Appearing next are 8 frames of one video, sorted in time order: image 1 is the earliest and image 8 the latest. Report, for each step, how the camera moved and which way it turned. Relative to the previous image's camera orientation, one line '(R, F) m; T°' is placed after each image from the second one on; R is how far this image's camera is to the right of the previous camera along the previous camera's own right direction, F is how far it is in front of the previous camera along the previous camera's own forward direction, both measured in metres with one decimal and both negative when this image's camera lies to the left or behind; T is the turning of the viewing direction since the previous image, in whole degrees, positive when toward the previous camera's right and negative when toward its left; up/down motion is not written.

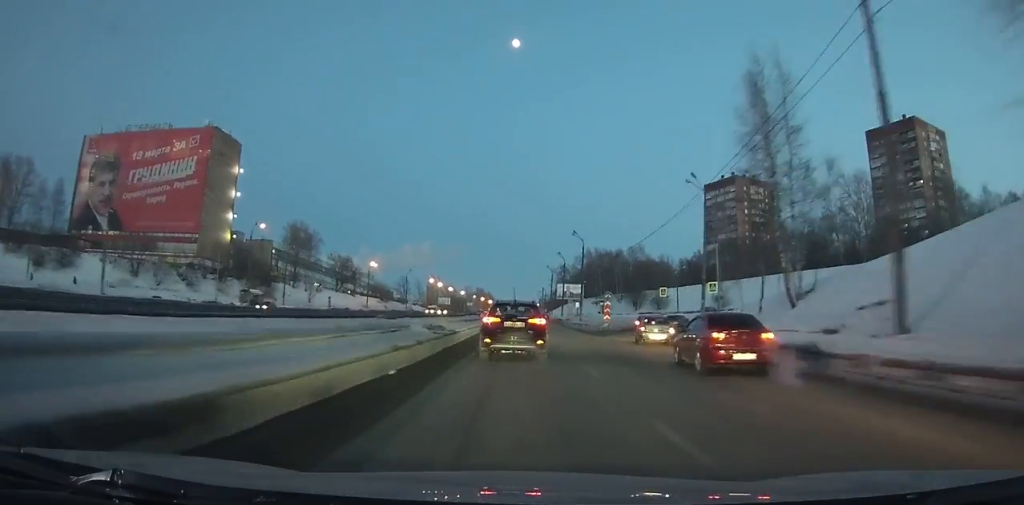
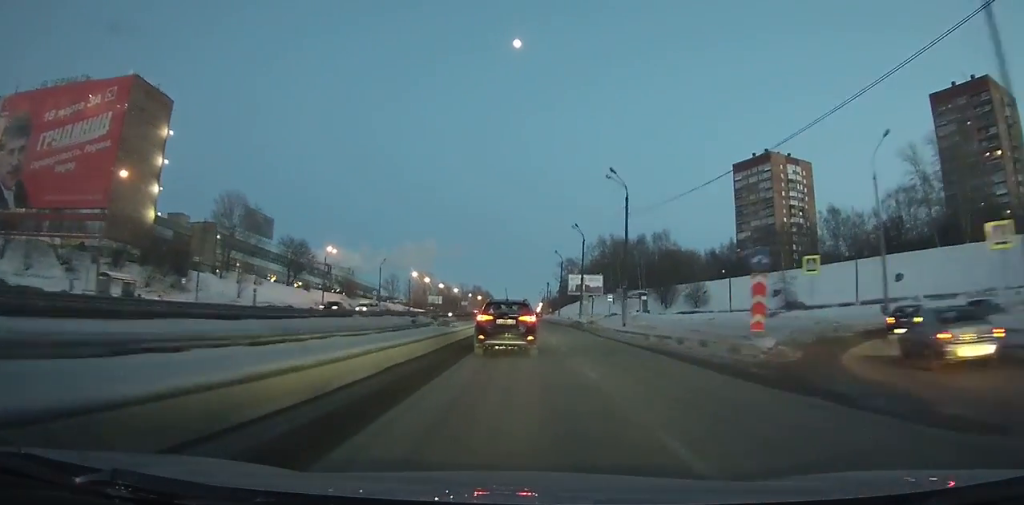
(-0.2, +33.7) m; -1°
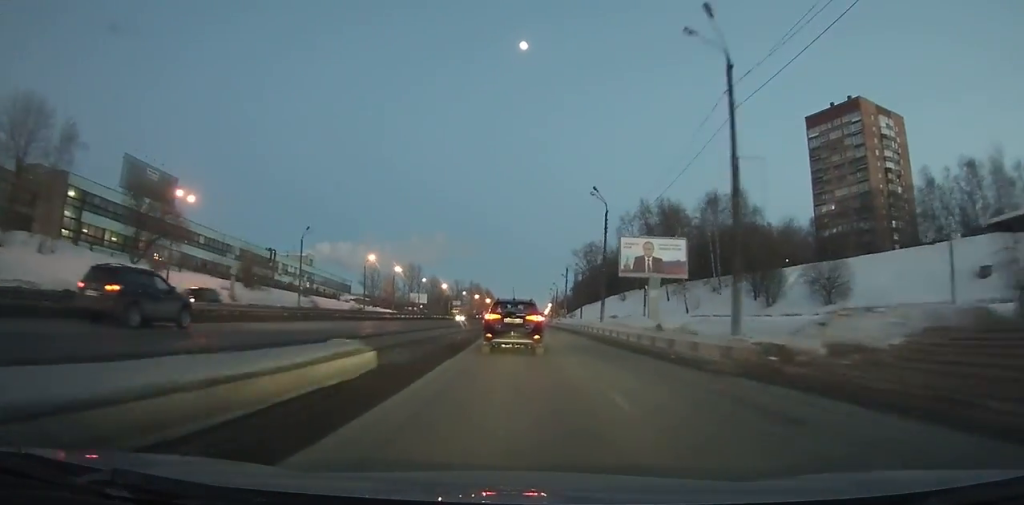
(-0.4, +54.6) m; -1°
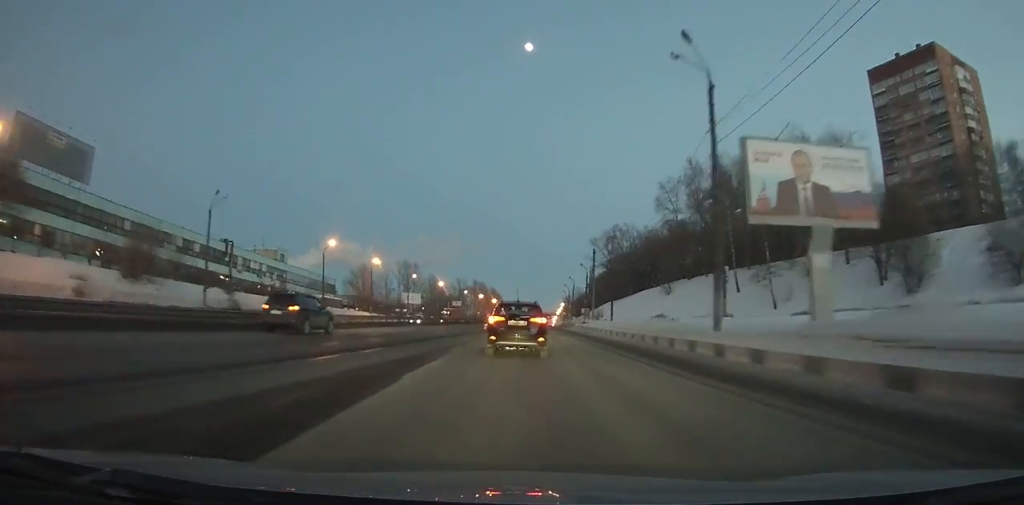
(-0.2, +30.1) m; -1°
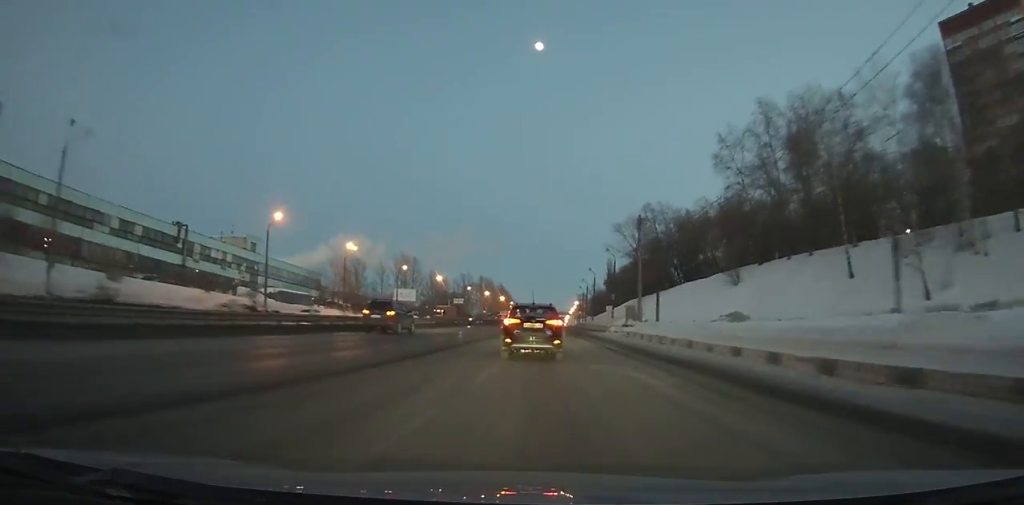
(-0.3, +24.4) m; 0°
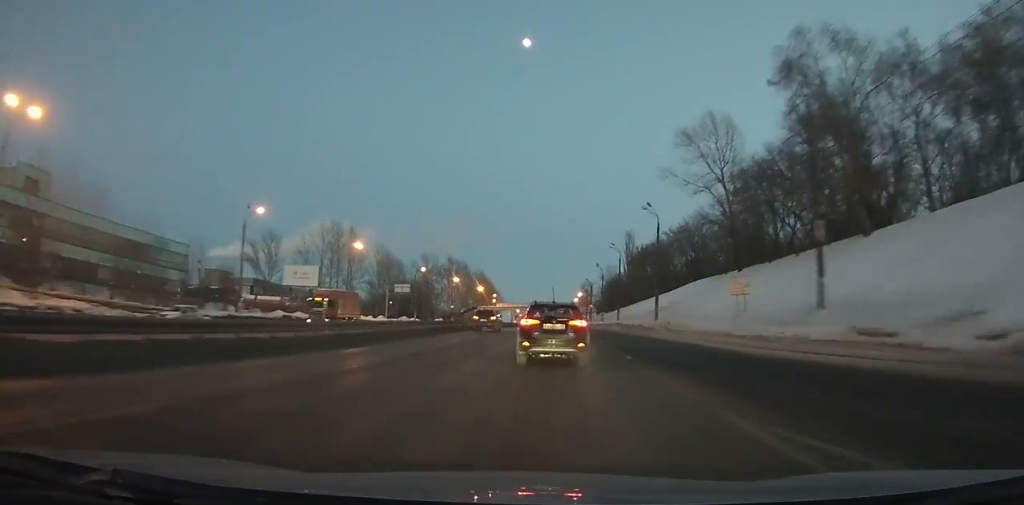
(+0.1, +66.6) m; +1°
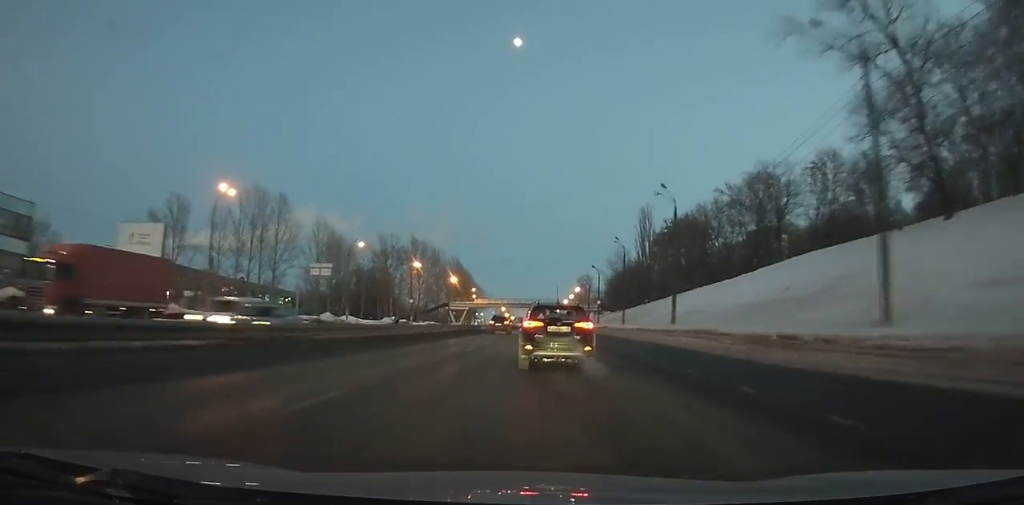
(+0.5, +37.8) m; +1°
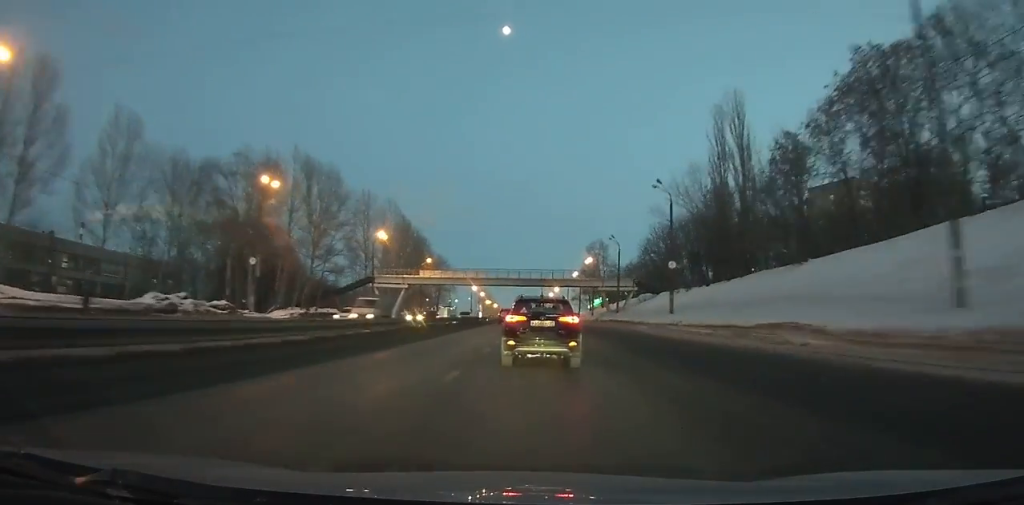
(+0.7, +61.0) m; +2°
